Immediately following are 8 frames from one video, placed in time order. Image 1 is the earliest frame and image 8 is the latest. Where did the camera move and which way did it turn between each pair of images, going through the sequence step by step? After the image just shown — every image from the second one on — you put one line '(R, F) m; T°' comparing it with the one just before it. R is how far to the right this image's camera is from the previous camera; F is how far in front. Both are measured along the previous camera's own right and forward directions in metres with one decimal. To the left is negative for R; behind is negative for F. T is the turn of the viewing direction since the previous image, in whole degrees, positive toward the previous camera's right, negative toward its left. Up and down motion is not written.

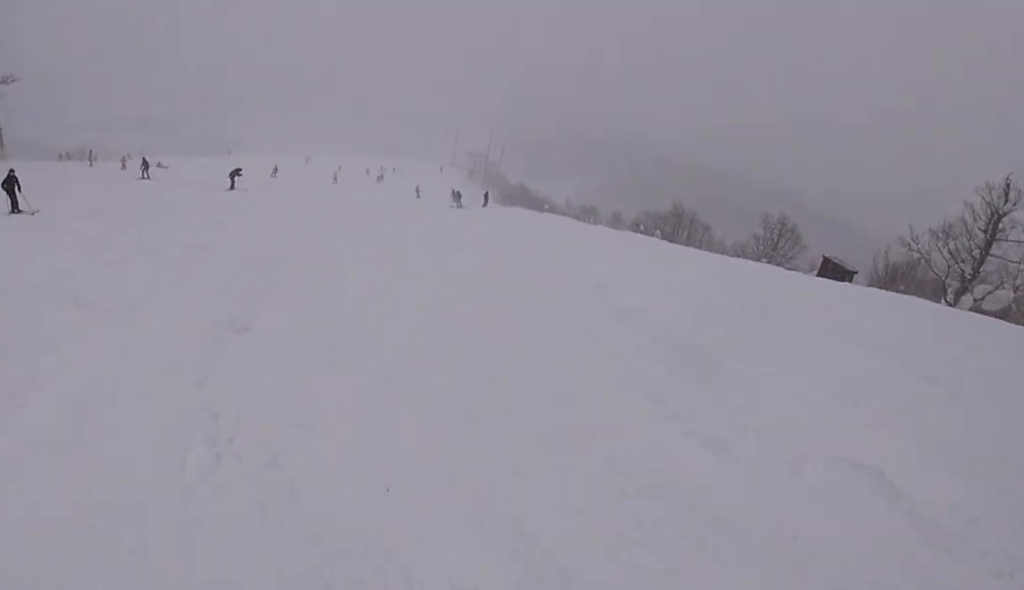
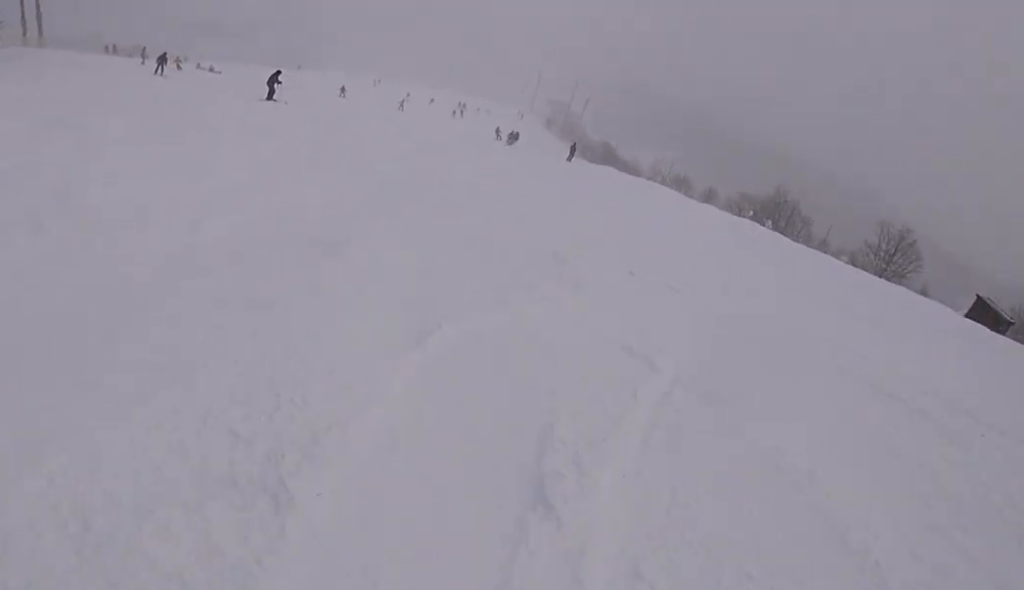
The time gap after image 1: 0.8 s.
(-1.1, +6.7) m; -8°
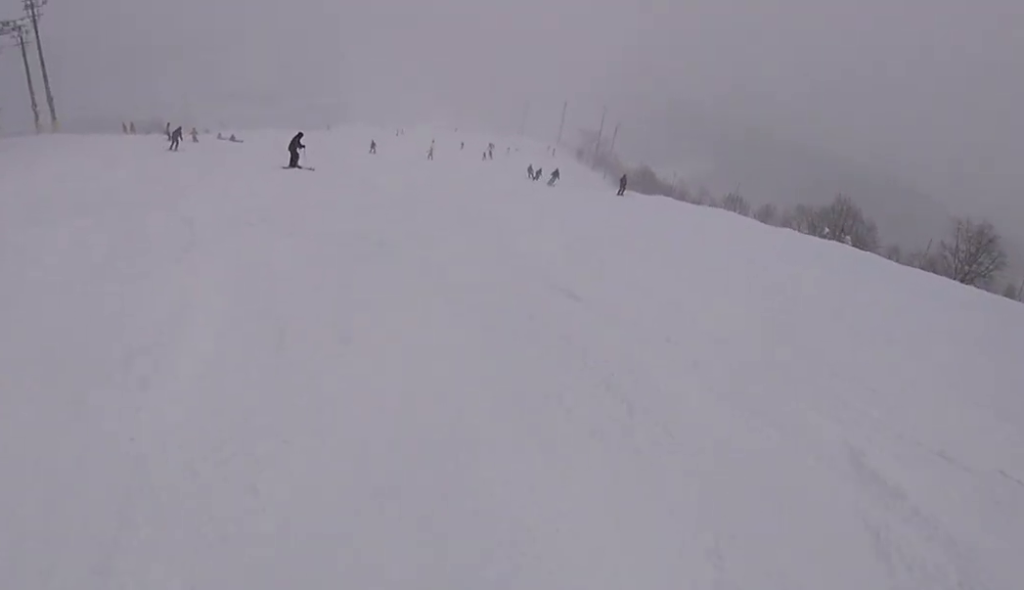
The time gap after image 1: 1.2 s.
(-0.1, +4.2) m; +2°
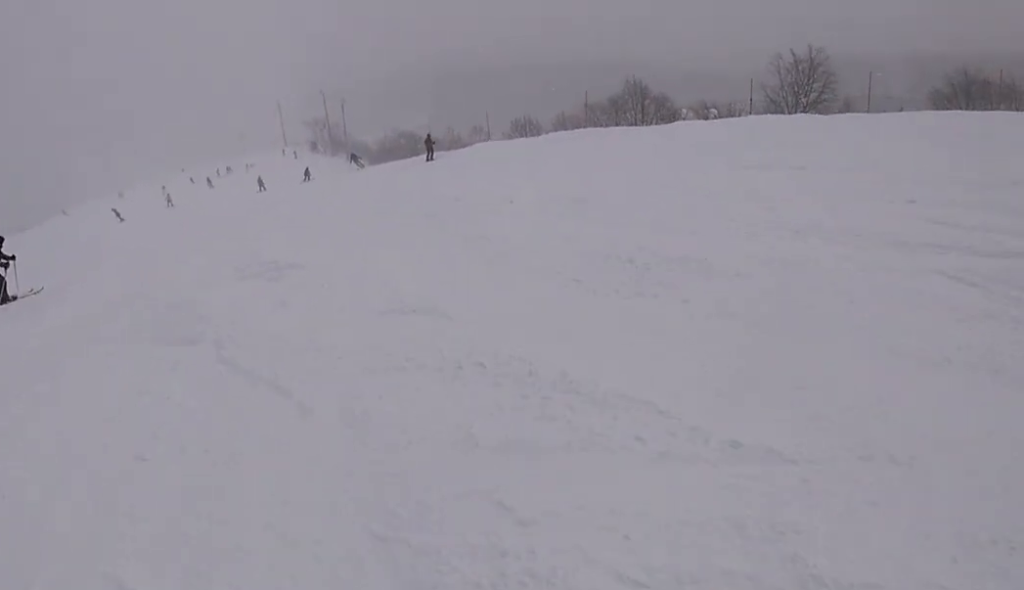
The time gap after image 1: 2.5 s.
(+1.5, +11.8) m; +15°
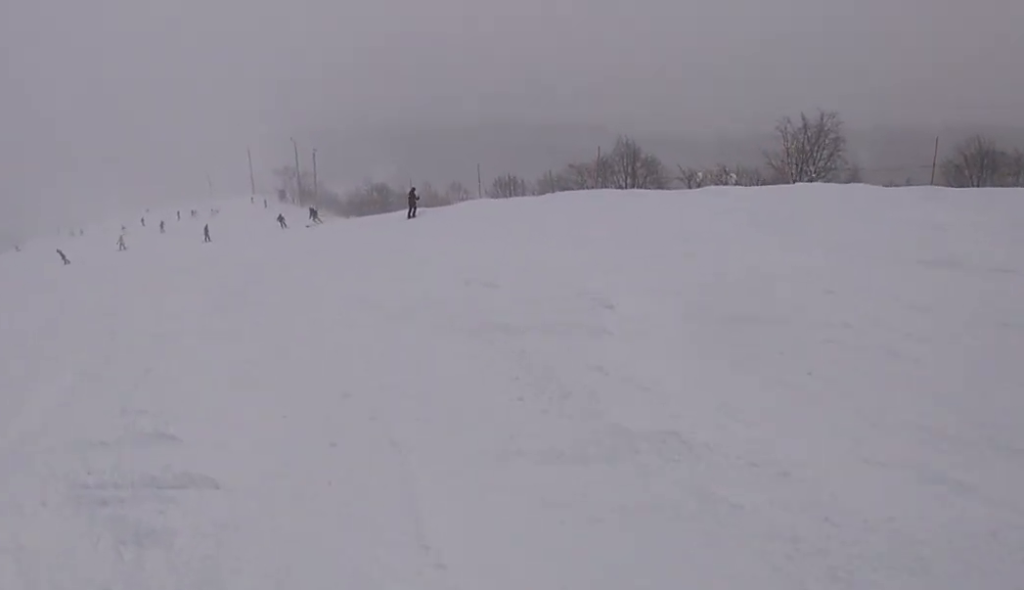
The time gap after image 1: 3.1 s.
(+0.4, +5.1) m; +3°
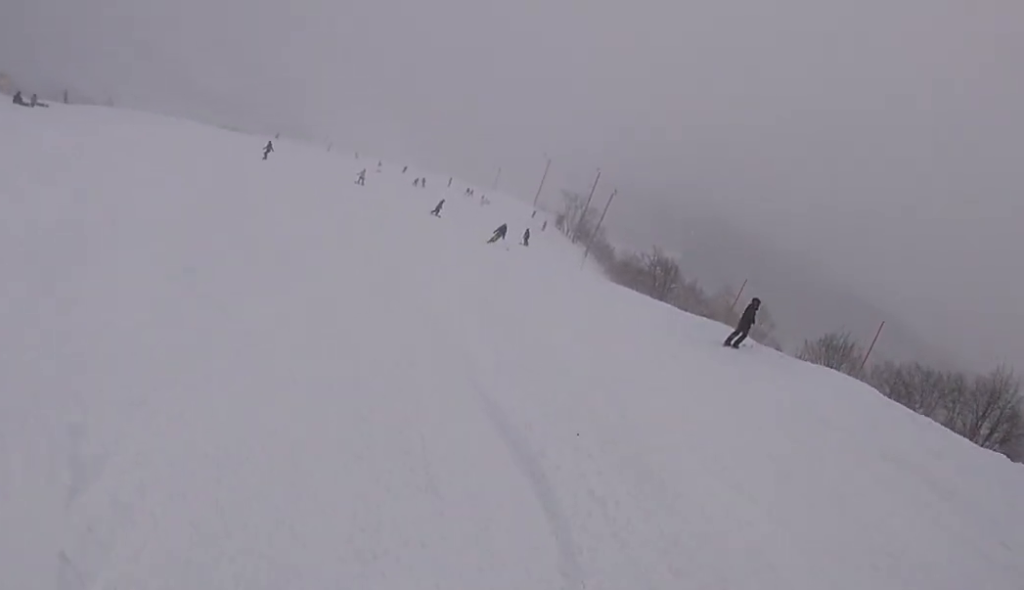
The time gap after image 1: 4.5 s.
(-1.8, +12.9) m; -22°
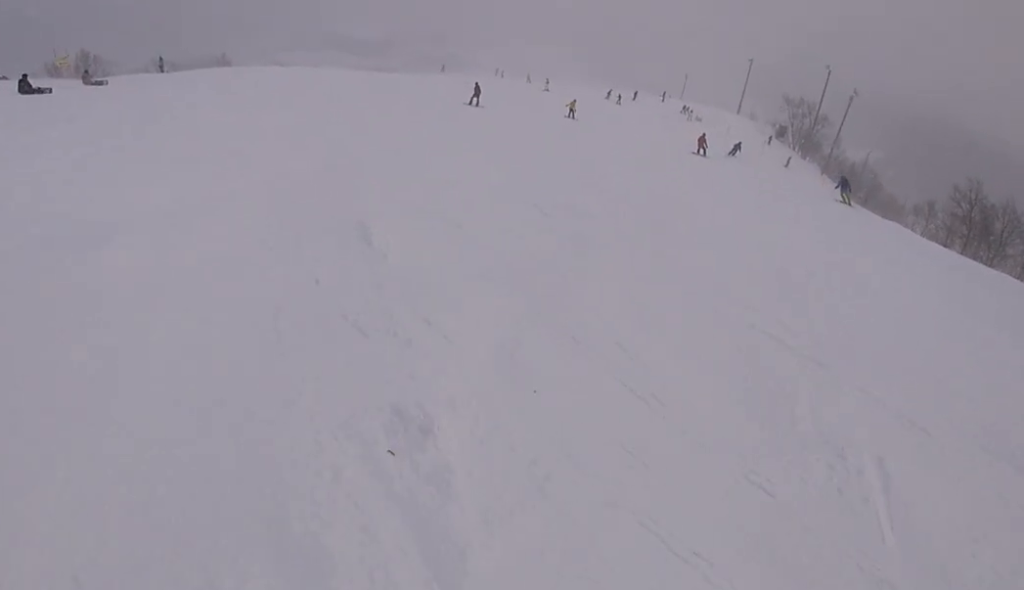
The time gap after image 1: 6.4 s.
(-2.7, +17.3) m; -2°
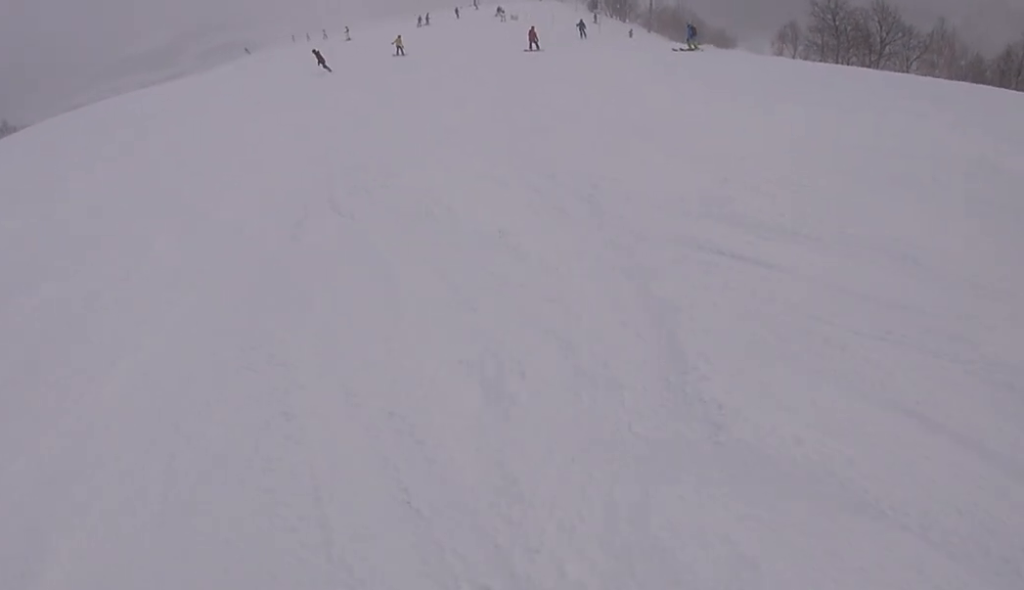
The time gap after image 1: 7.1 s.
(+0.5, +6.3) m; +10°
